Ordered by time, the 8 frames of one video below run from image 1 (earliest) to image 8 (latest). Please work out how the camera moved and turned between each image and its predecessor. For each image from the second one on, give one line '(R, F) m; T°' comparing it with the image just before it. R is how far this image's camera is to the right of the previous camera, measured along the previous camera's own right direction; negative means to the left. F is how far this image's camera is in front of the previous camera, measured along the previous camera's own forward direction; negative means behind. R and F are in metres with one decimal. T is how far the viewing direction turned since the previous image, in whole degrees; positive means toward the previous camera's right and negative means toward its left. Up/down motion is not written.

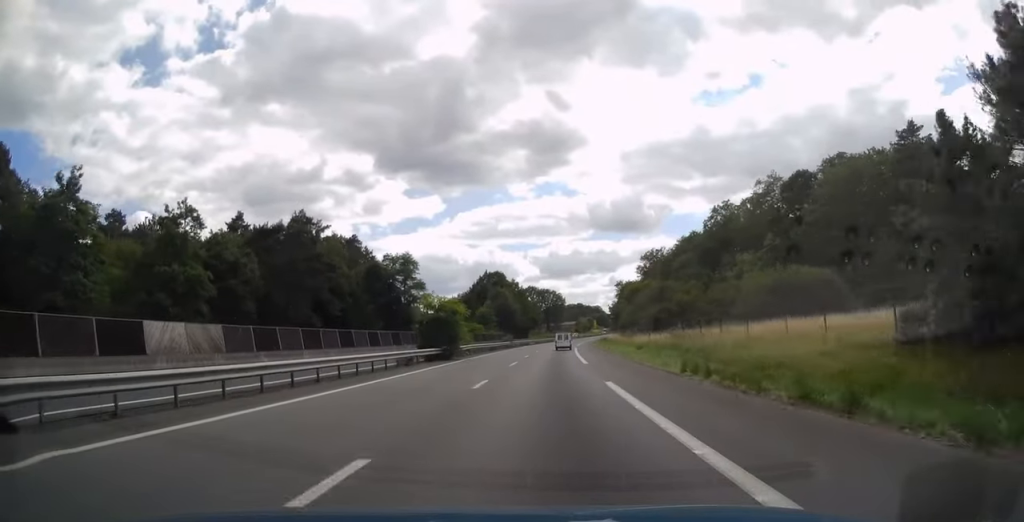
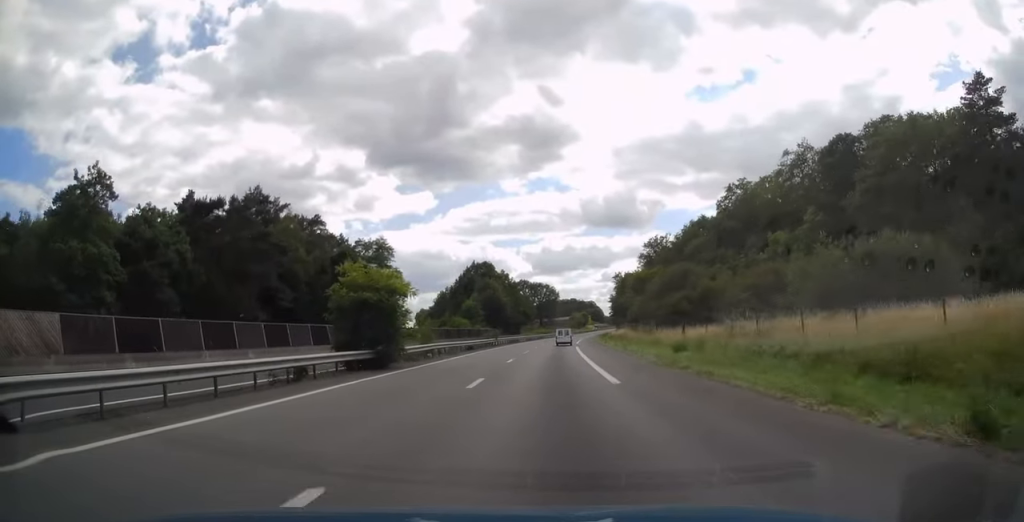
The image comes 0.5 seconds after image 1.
(0.0, +14.2) m; 0°
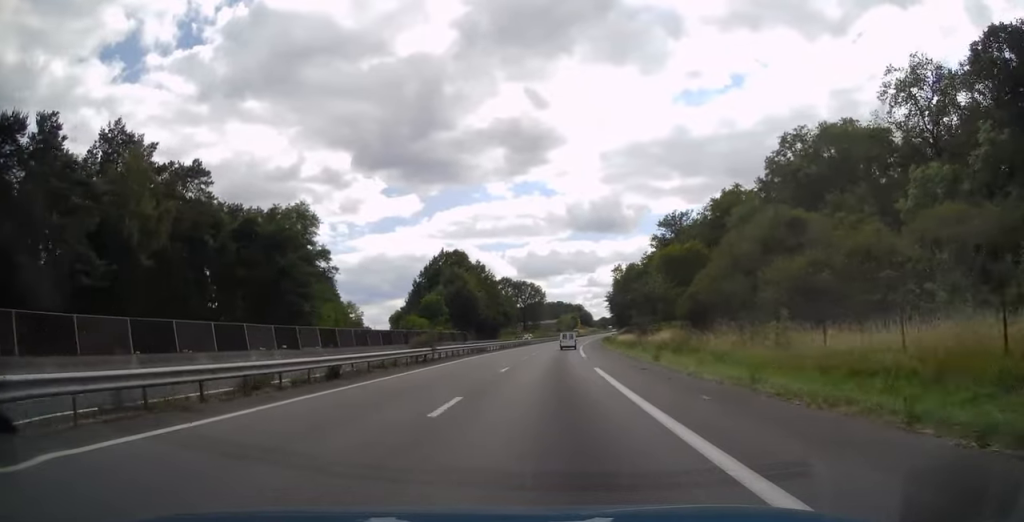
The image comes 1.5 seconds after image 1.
(+0.2, +30.5) m; +2°
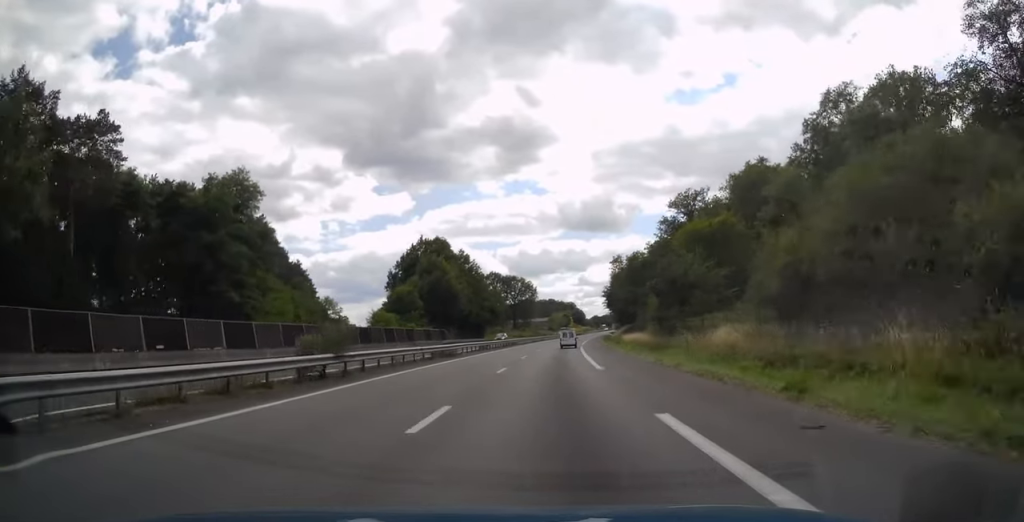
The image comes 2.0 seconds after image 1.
(+0.4, +14.7) m; +1°
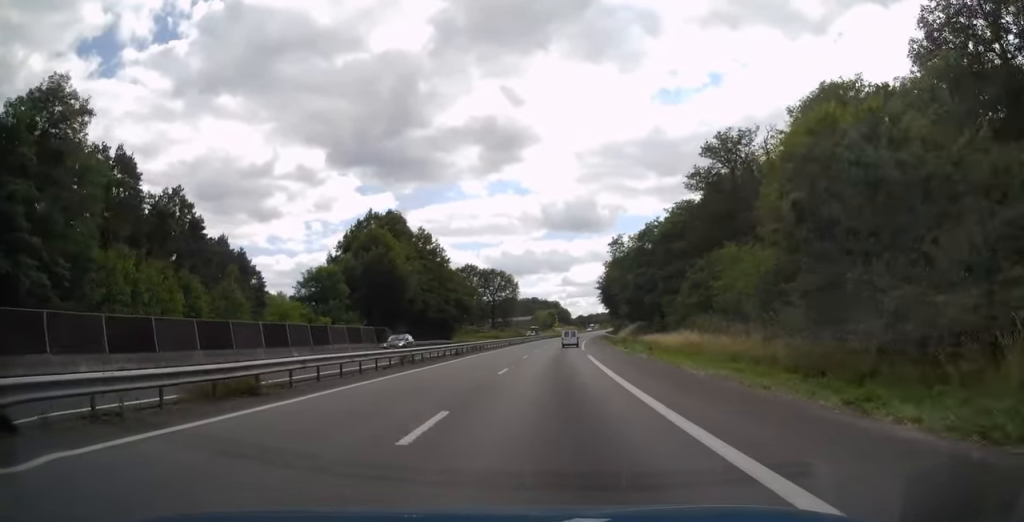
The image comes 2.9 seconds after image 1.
(+0.3, +26.5) m; +1°
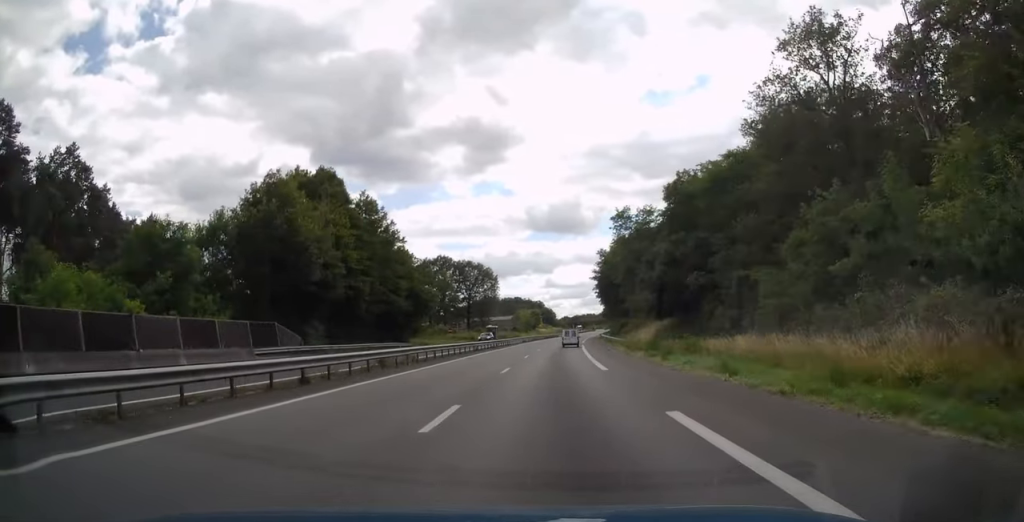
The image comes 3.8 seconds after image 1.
(0.0, +25.0) m; +1°
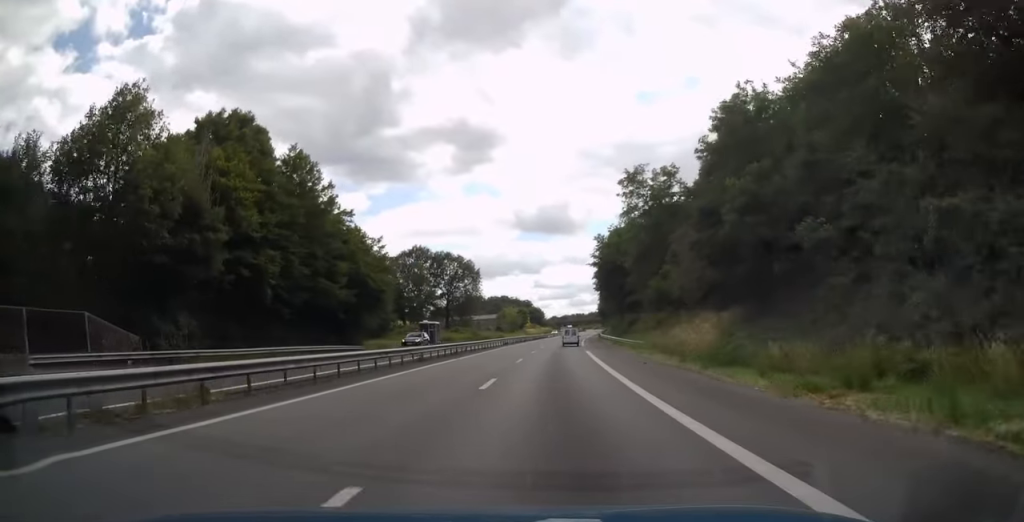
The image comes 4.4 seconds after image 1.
(+0.4, +19.1) m; +1°
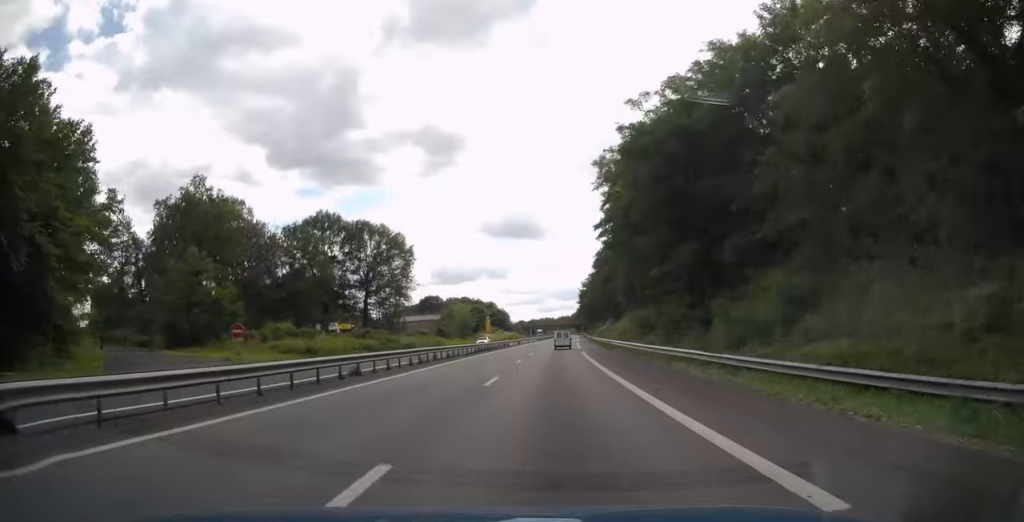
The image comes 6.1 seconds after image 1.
(+1.1, +50.5) m; +3°
